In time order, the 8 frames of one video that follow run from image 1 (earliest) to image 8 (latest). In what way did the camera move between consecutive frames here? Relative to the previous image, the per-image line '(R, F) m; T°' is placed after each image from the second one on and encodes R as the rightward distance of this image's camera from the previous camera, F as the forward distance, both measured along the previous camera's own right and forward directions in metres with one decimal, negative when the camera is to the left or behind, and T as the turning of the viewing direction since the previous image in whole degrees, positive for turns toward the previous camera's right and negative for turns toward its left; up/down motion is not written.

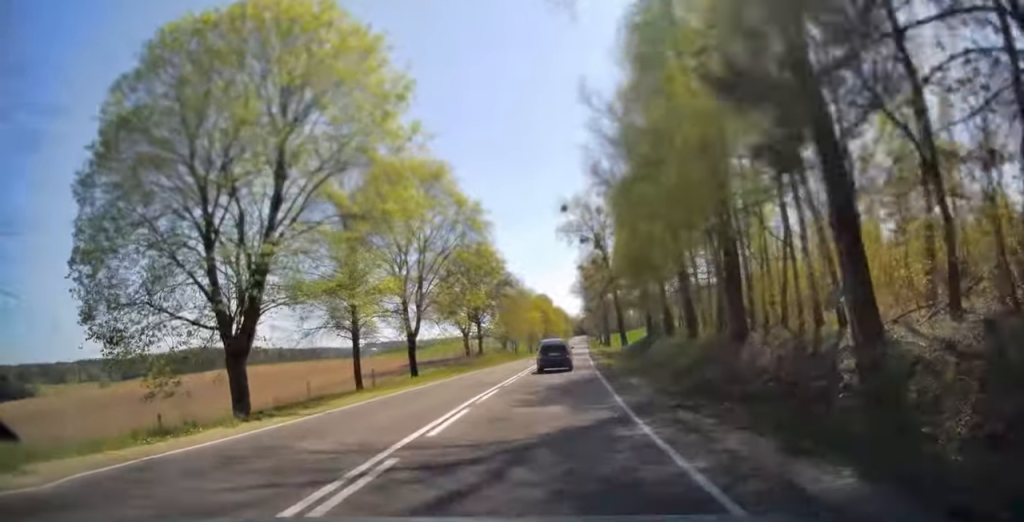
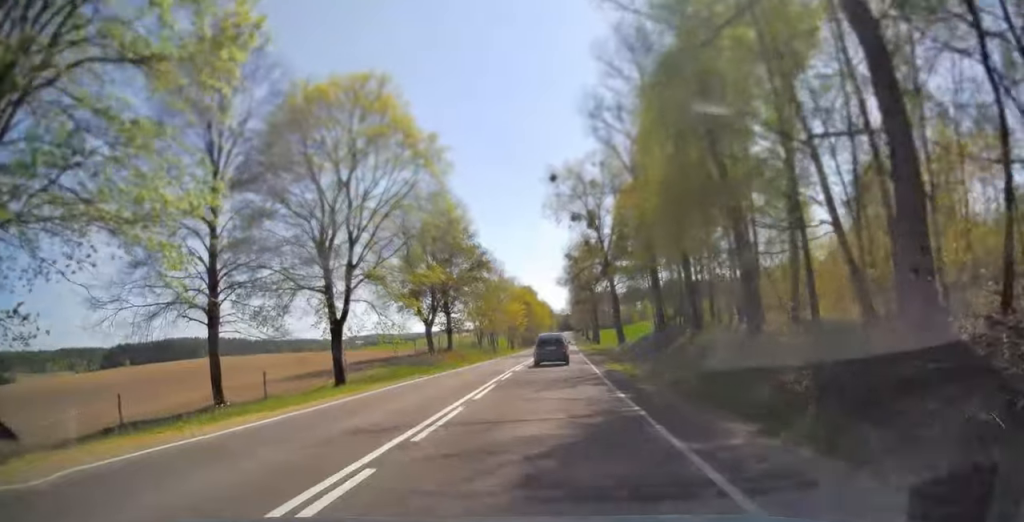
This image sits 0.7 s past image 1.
(+0.3, +12.8) m; +1°
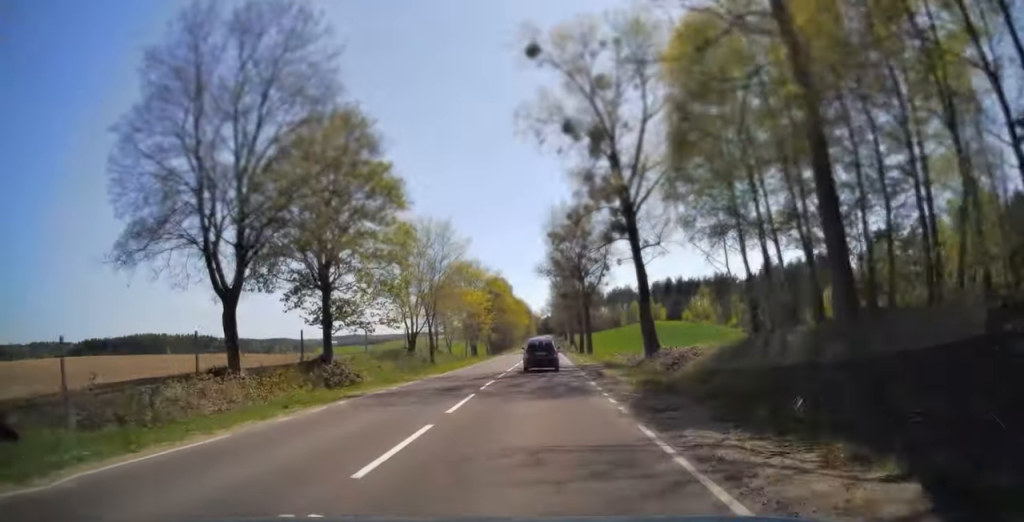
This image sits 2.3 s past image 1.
(+0.5, +31.6) m; +1°
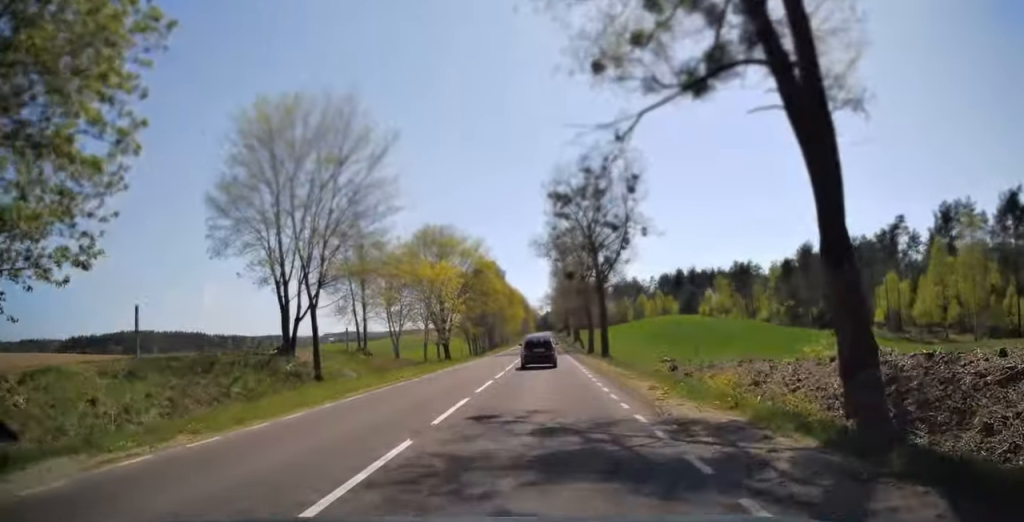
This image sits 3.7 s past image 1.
(+0.1, +25.7) m; +1°
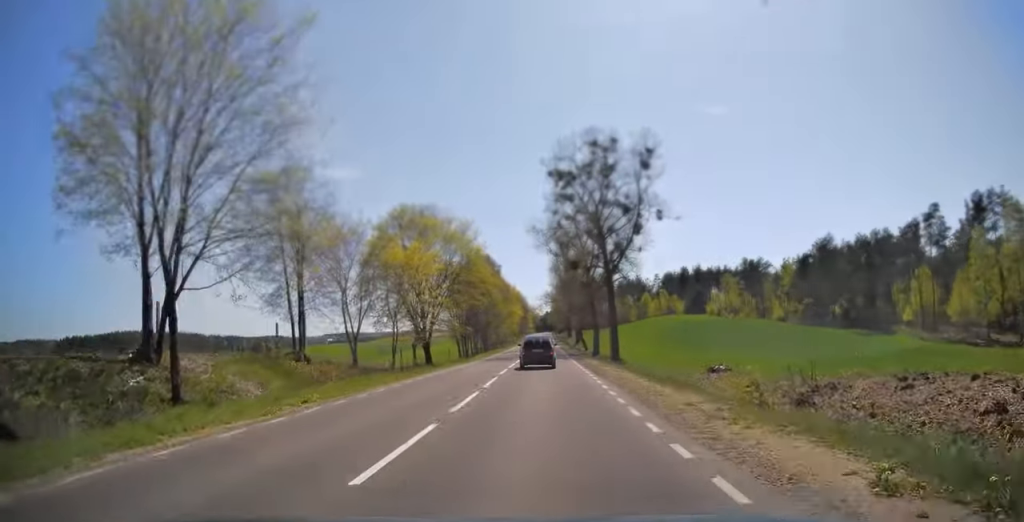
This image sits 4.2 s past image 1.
(0.0, +10.4) m; 0°
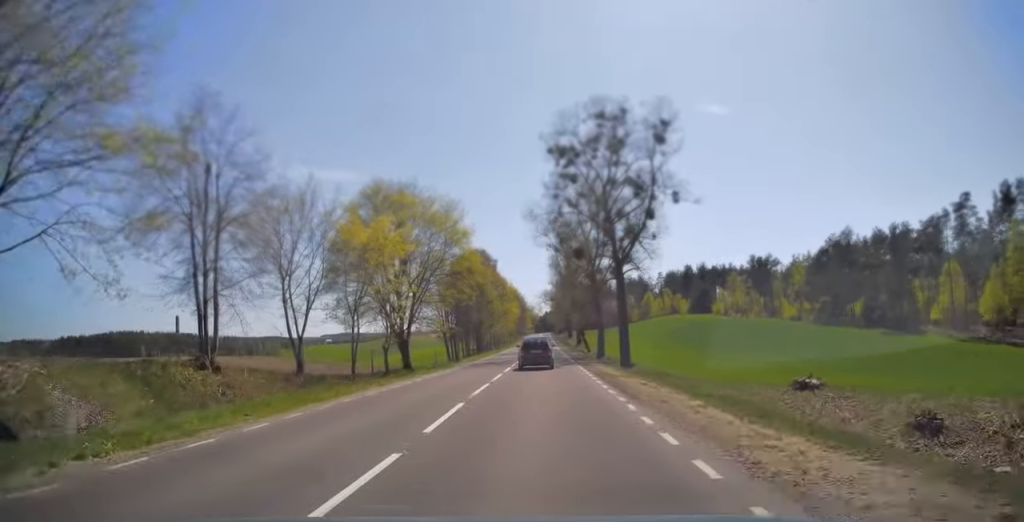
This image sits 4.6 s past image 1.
(+0.1, +8.4) m; 0°
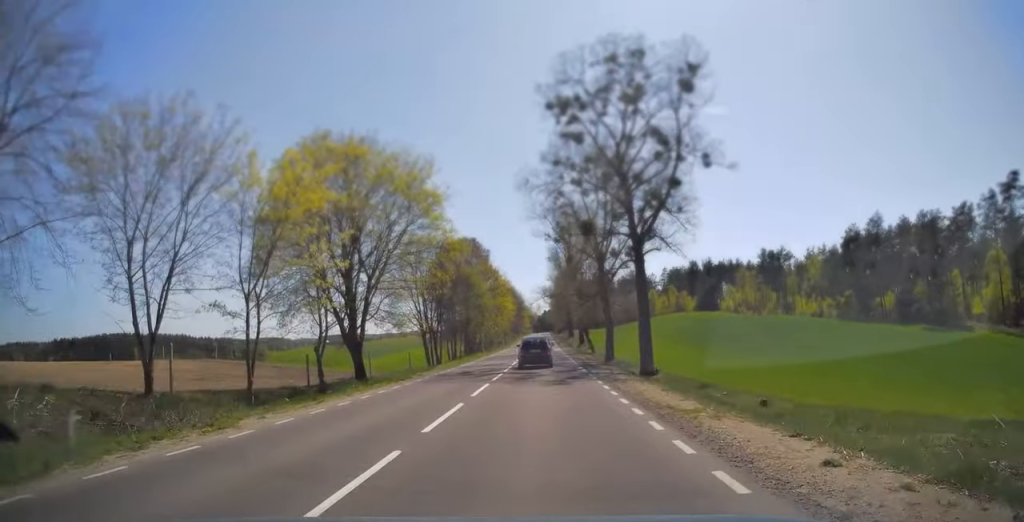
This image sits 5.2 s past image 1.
(0.0, +11.6) m; 0°
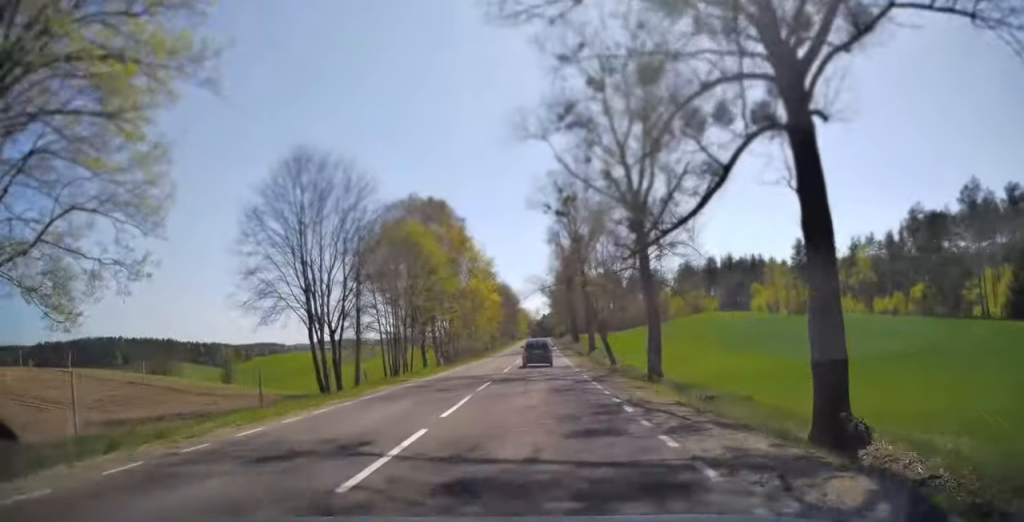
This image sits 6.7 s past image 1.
(-0.2, +27.8) m; 0°
